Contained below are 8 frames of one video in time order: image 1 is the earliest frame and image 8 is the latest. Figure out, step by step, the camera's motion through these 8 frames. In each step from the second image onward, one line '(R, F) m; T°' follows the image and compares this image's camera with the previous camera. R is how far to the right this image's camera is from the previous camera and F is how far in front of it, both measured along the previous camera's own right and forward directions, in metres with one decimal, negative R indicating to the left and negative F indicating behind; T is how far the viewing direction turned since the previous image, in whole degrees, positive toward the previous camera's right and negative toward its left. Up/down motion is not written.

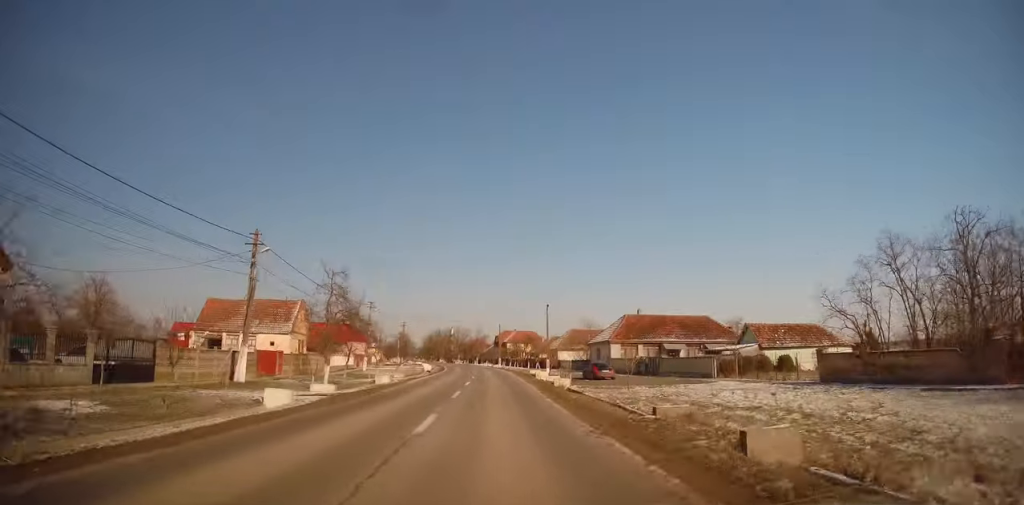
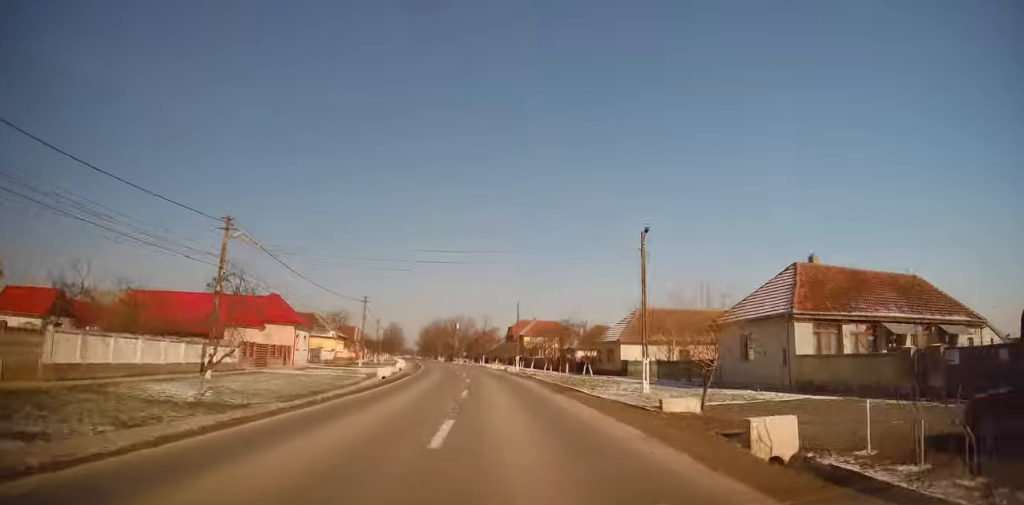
(-0.4, +36.9) m; -1°
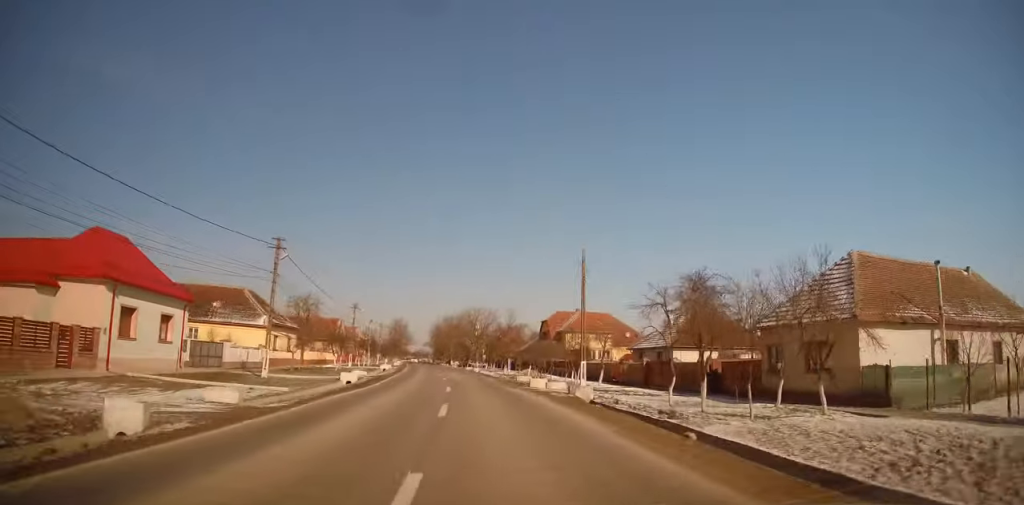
(-0.3, +31.7) m; -2°
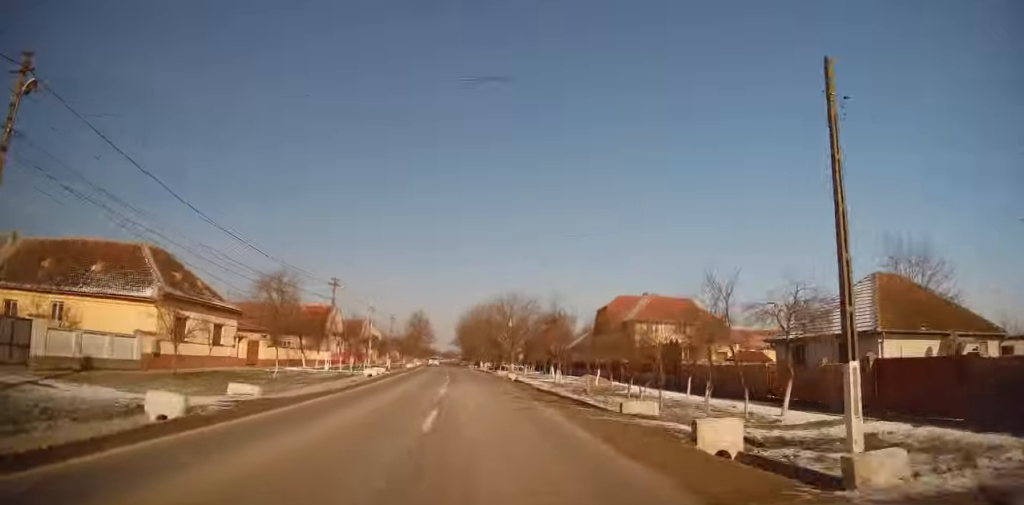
(-0.3, +21.9) m; -3°
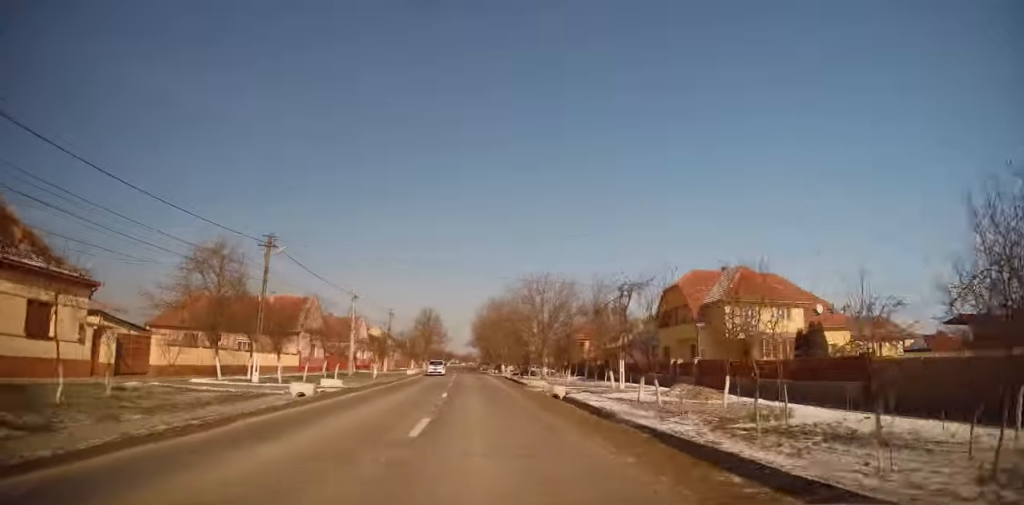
(-0.6, +18.2) m; -2°
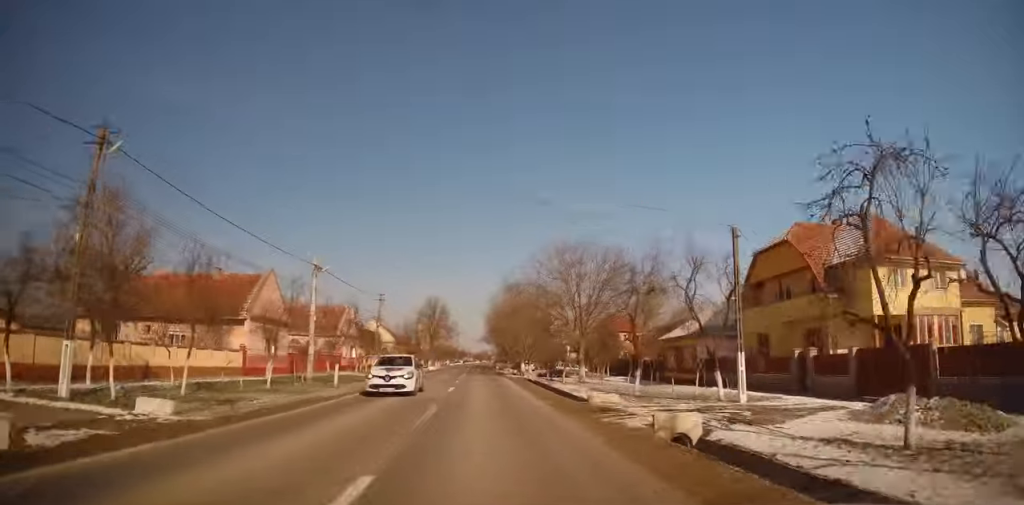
(-0.3, +15.2) m; -1°
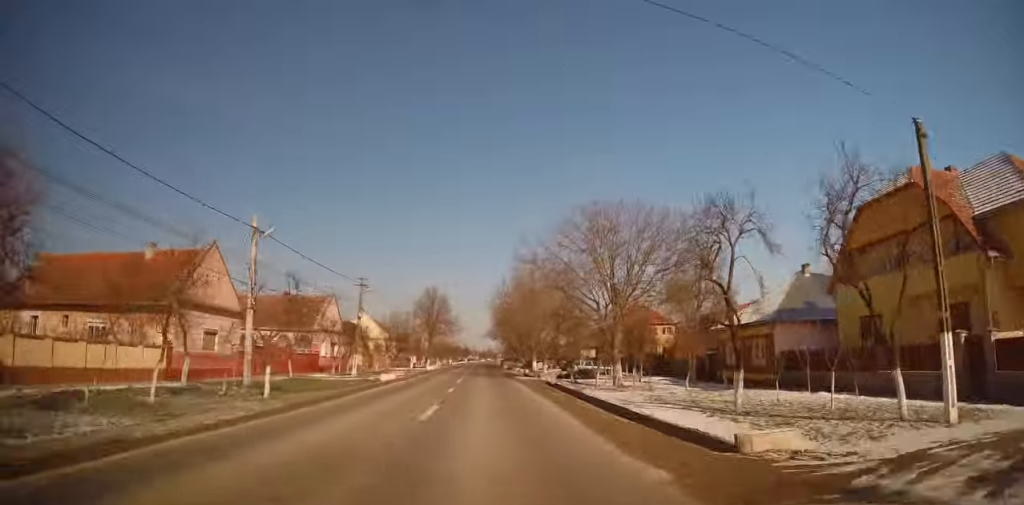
(+0.2, +10.1) m; -1°
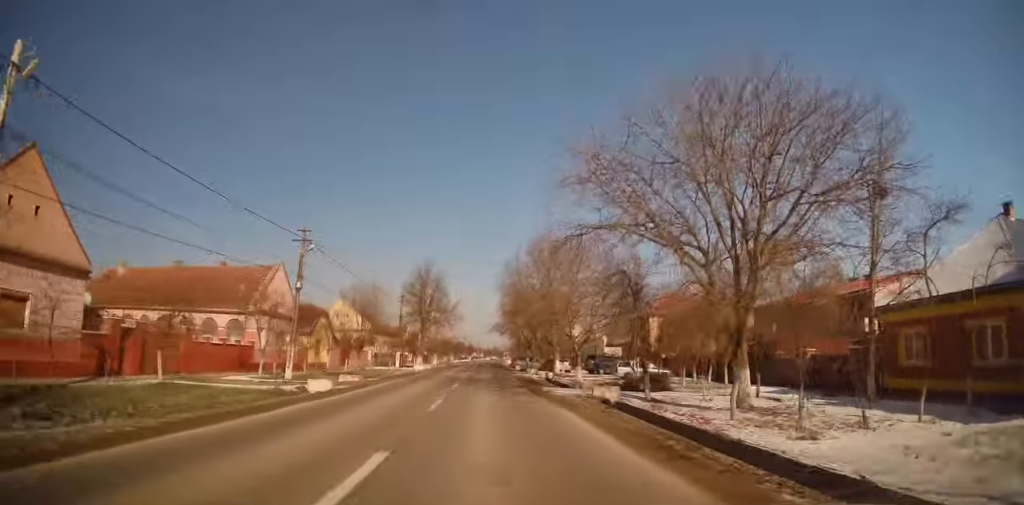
(-0.3, +15.8) m; -1°
